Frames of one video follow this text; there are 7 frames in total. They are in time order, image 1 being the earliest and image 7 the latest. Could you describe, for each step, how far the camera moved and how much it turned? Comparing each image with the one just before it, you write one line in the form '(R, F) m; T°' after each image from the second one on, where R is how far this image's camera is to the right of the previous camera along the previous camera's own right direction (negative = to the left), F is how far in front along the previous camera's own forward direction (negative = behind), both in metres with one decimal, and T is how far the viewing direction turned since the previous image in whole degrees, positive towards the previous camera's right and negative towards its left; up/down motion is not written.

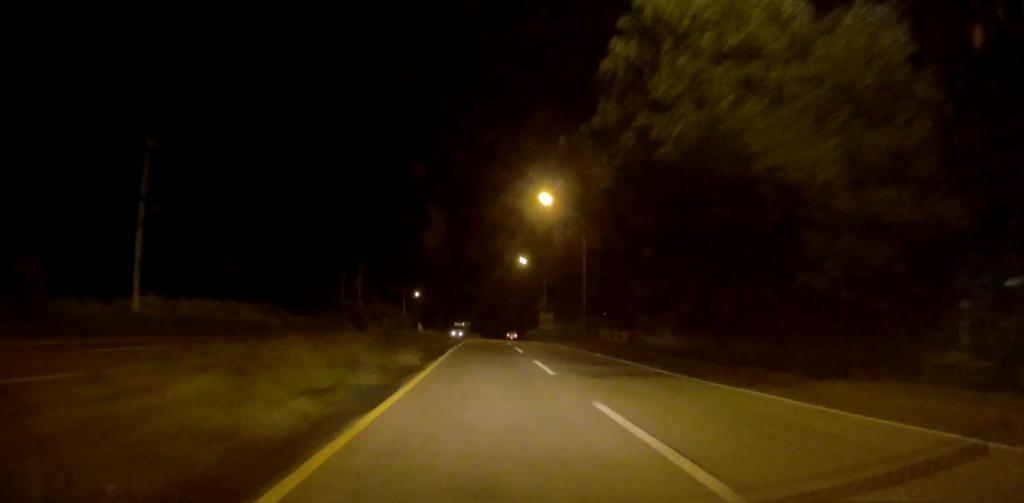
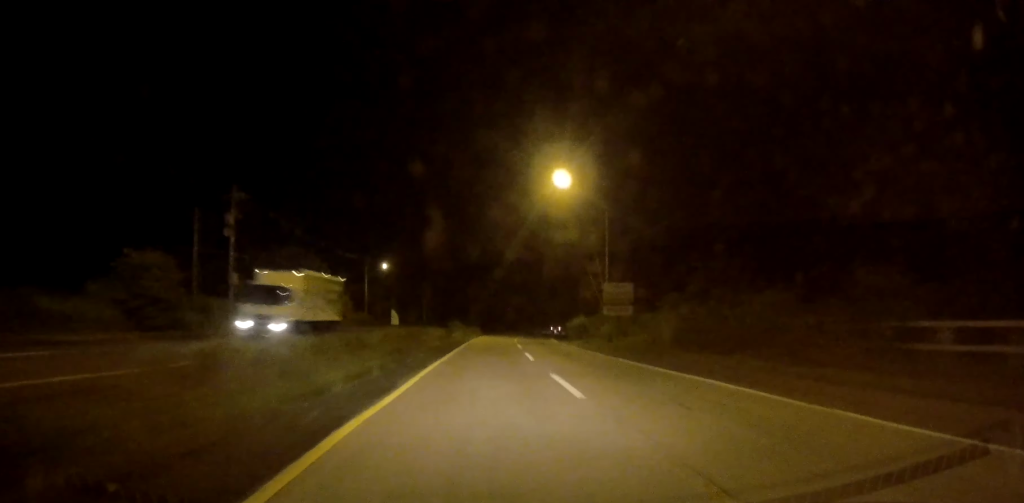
(-0.1, +53.4) m; +1°
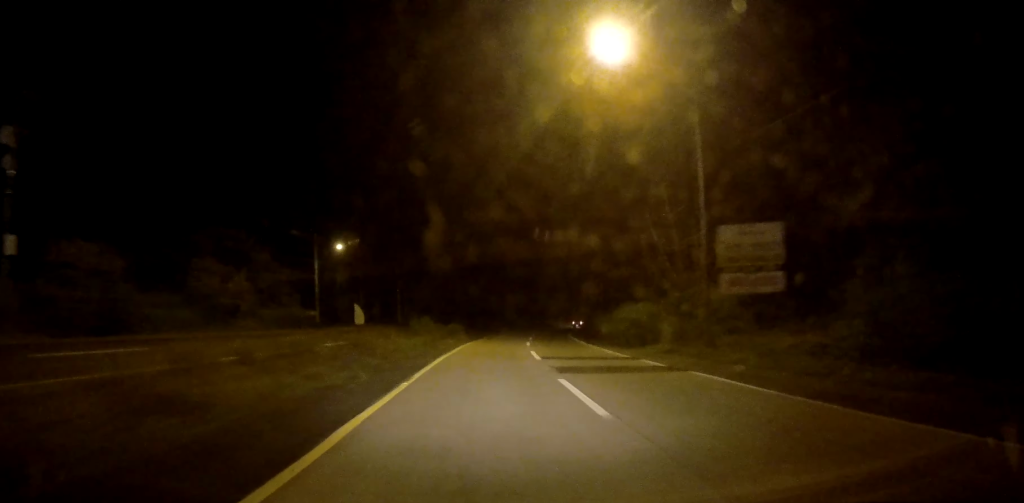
(-0.1, +25.7) m; +1°
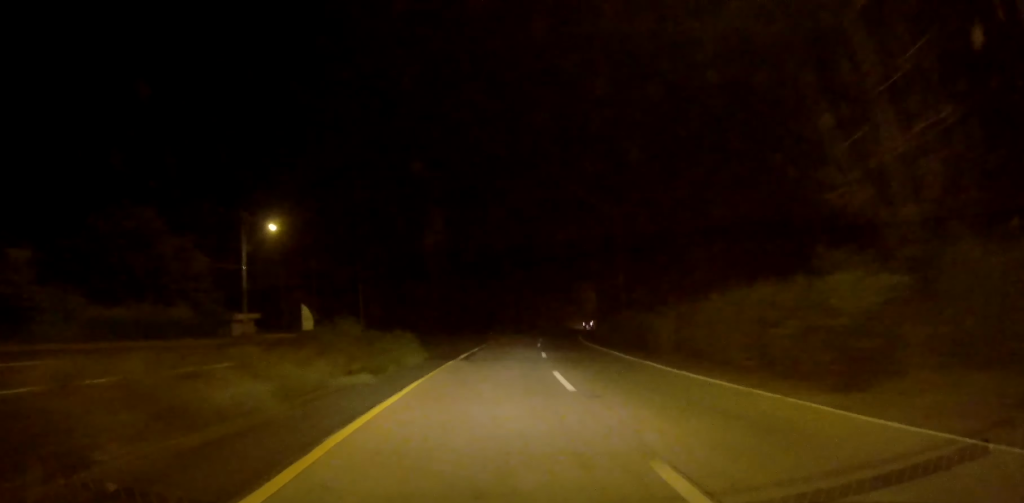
(+0.3, +20.4) m; +2°
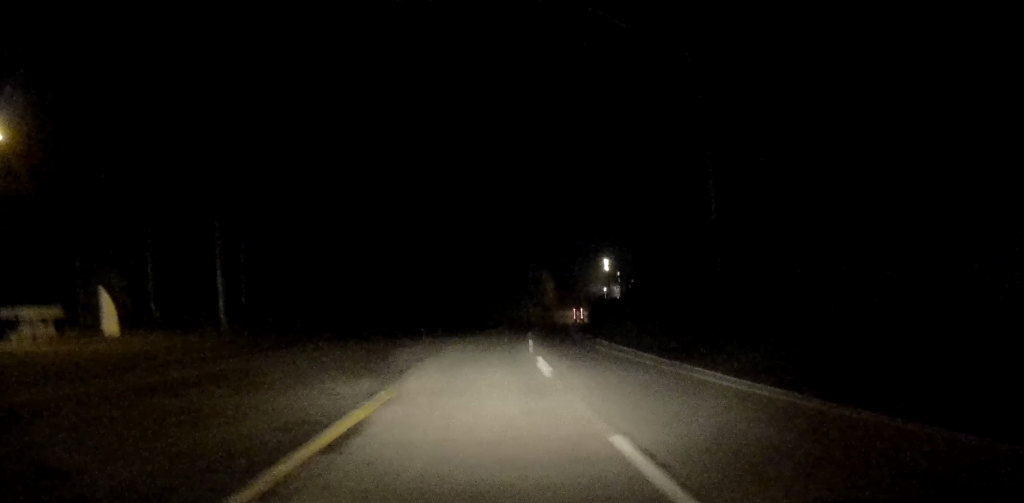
(+0.5, +33.4) m; +3°
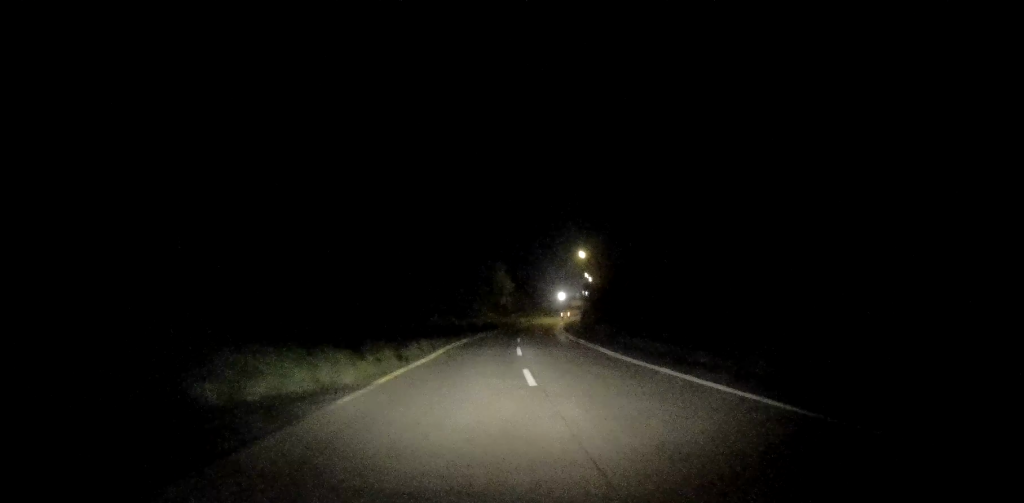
(+1.5, +38.9) m; +5°
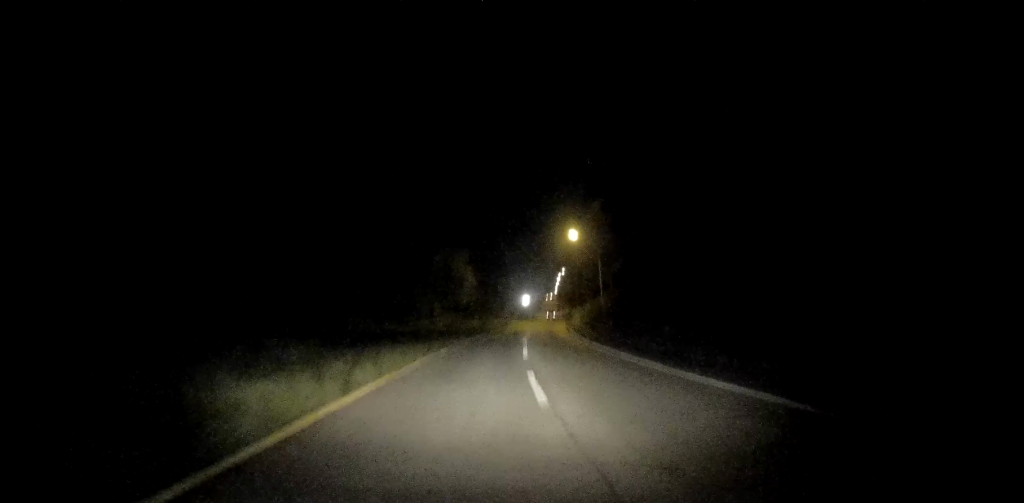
(+1.7, +37.3) m; +4°
